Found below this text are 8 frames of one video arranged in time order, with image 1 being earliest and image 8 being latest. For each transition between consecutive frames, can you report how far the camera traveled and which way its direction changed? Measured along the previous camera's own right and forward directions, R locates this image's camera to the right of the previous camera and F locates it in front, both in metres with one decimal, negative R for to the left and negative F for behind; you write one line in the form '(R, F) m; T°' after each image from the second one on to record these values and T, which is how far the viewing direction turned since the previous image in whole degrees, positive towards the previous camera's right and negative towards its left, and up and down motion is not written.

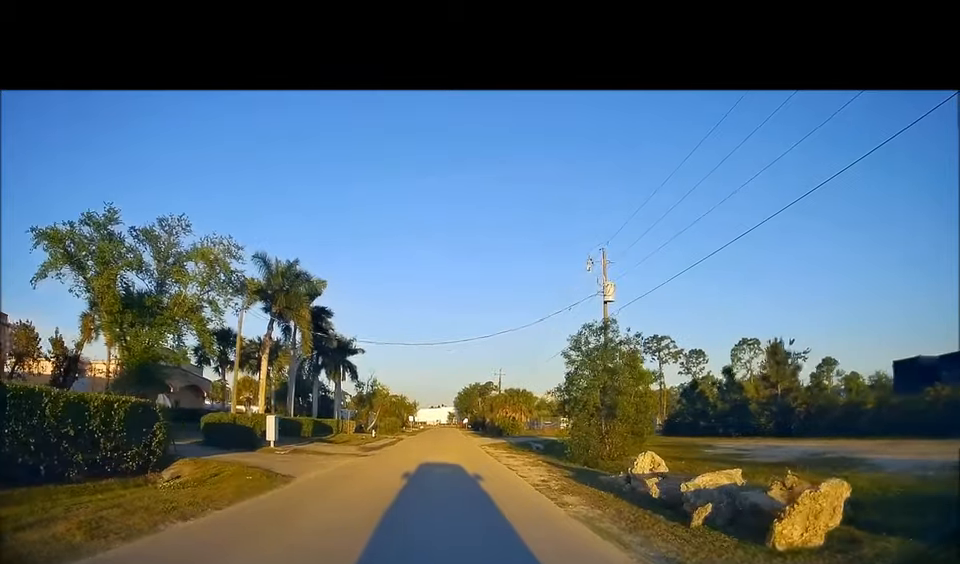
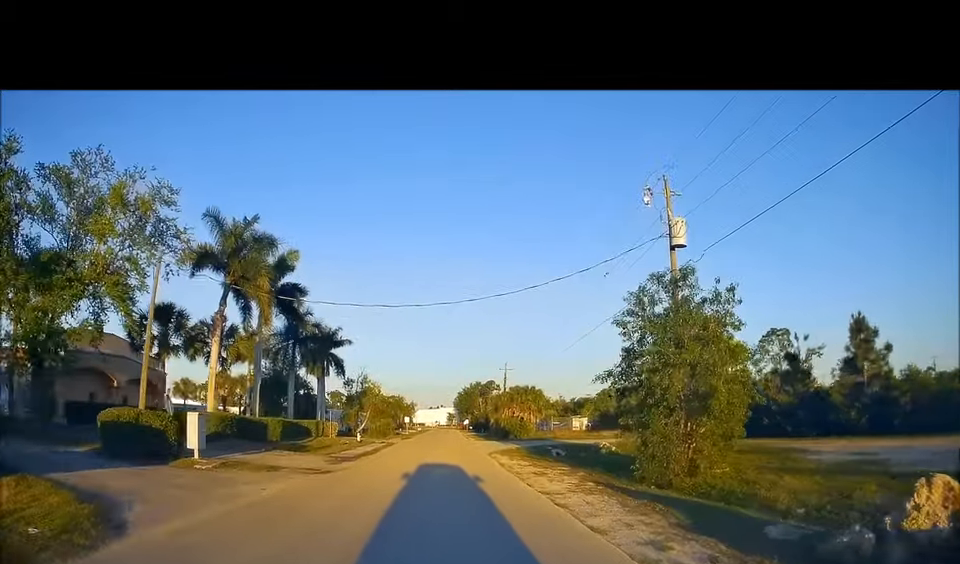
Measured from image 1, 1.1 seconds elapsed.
(-0.2, +8.5) m; -1°
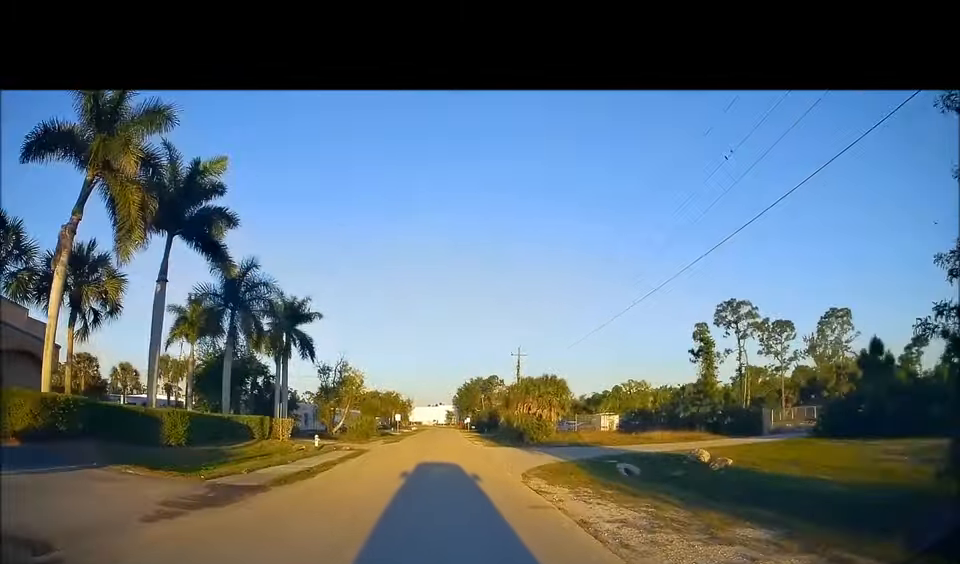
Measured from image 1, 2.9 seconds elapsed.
(0.0, +13.9) m; 0°
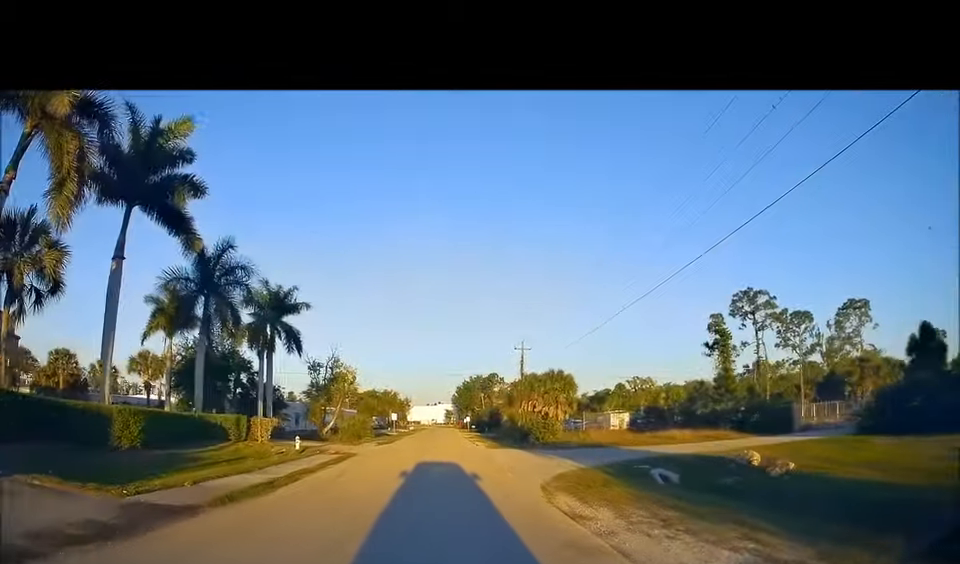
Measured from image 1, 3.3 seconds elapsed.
(0.0, +3.7) m; 0°
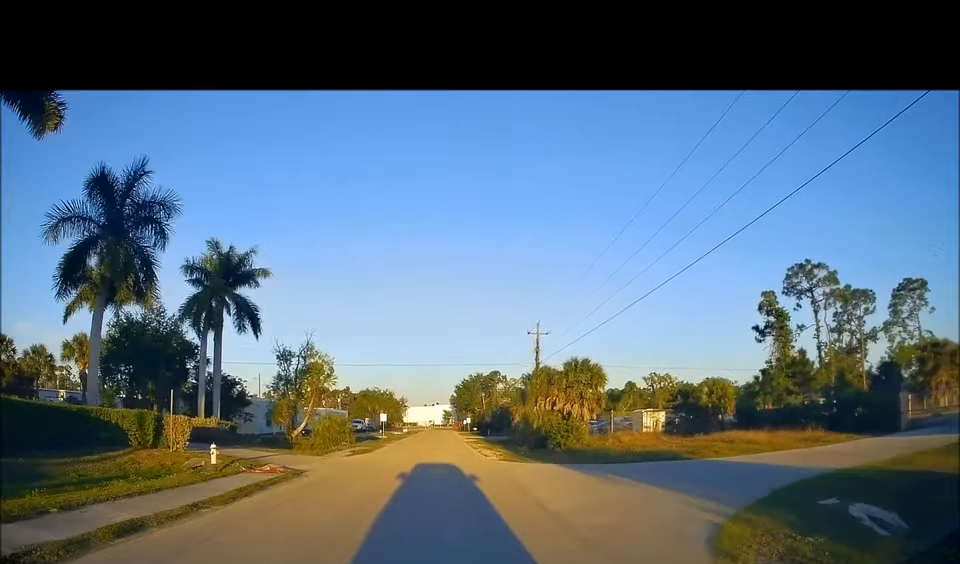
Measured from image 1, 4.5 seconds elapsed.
(0.0, +9.6) m; 0°
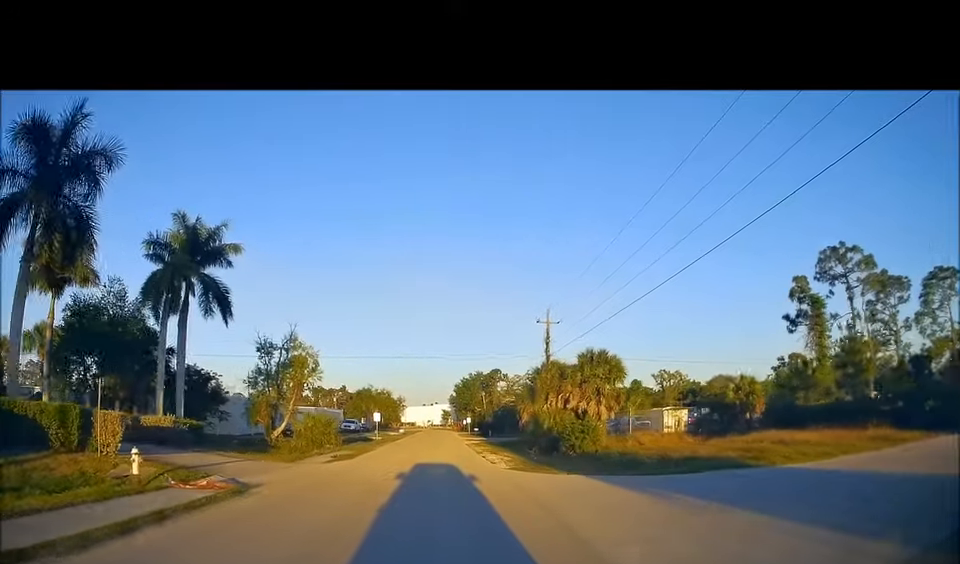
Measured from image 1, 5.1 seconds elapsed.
(0.0, +4.6) m; 0°
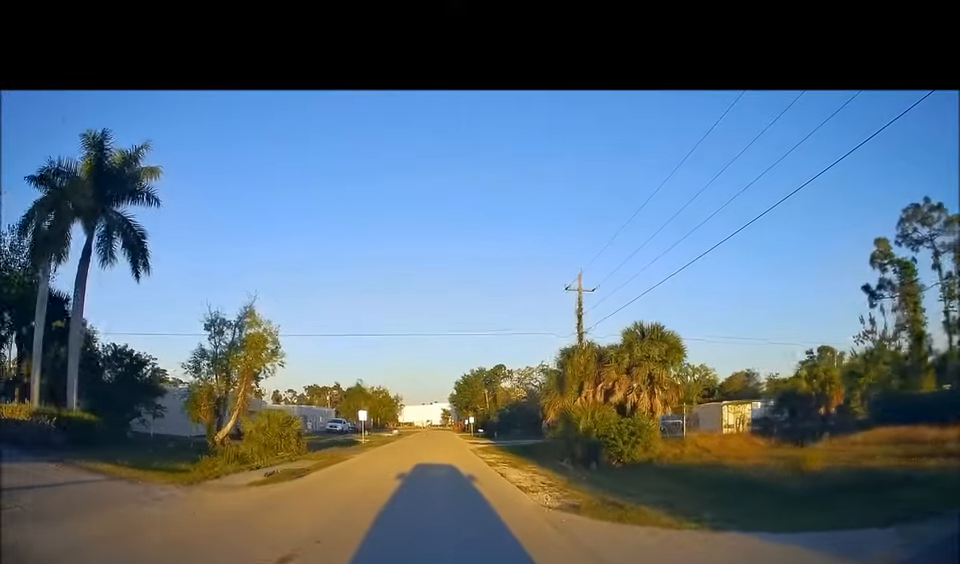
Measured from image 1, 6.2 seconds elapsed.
(0.0, +9.1) m; 0°
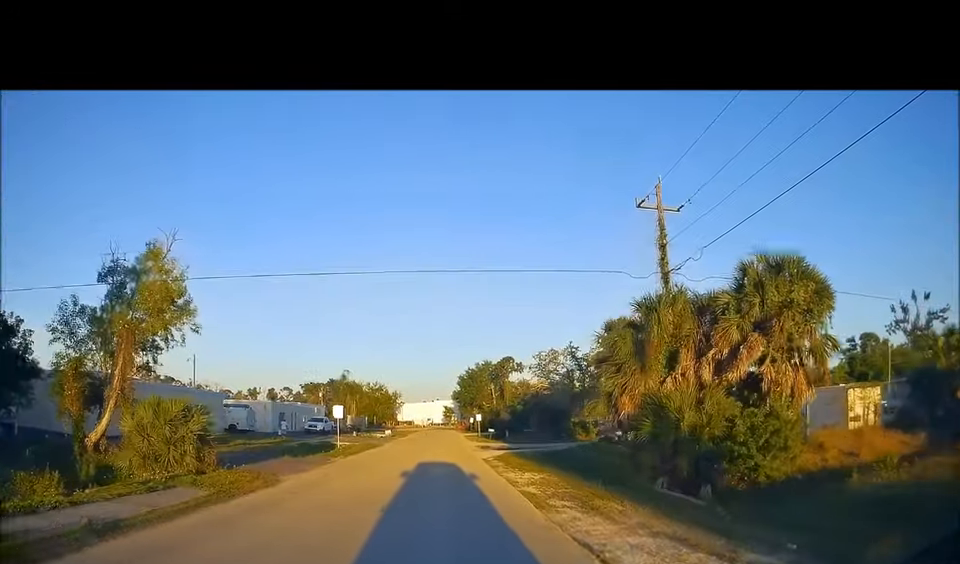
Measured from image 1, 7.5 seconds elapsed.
(+0.3, +10.9) m; +4°
